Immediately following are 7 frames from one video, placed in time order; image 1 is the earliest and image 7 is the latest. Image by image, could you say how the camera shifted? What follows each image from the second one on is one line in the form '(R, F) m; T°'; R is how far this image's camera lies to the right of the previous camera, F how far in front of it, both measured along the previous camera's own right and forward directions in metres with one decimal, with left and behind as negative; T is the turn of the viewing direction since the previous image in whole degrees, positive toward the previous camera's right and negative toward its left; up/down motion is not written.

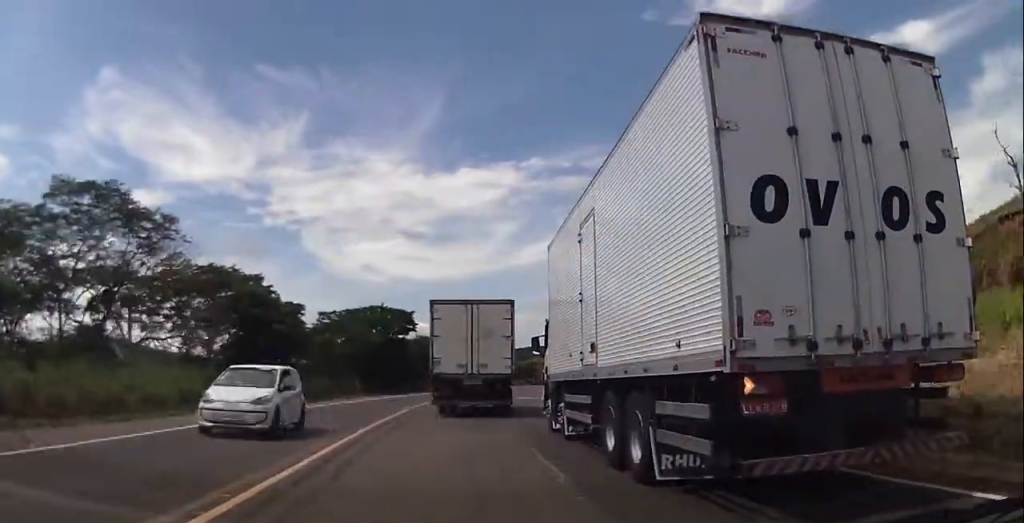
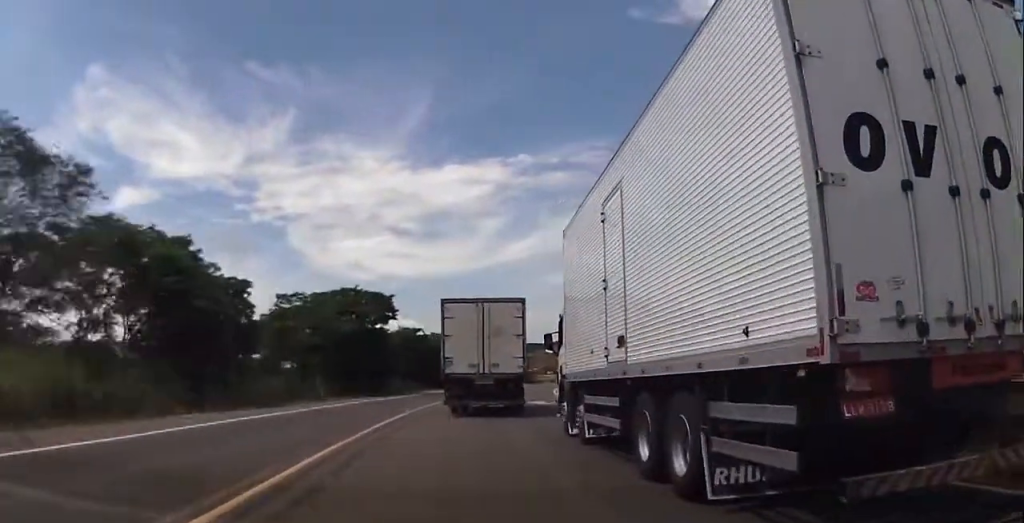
(+0.2, +11.0) m; +2°
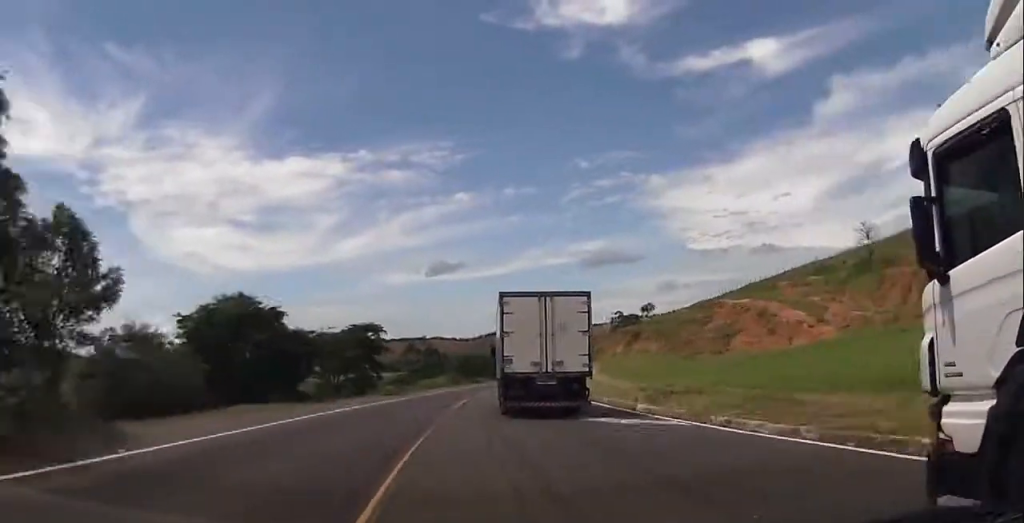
(+8.2, +82.9) m; +13°
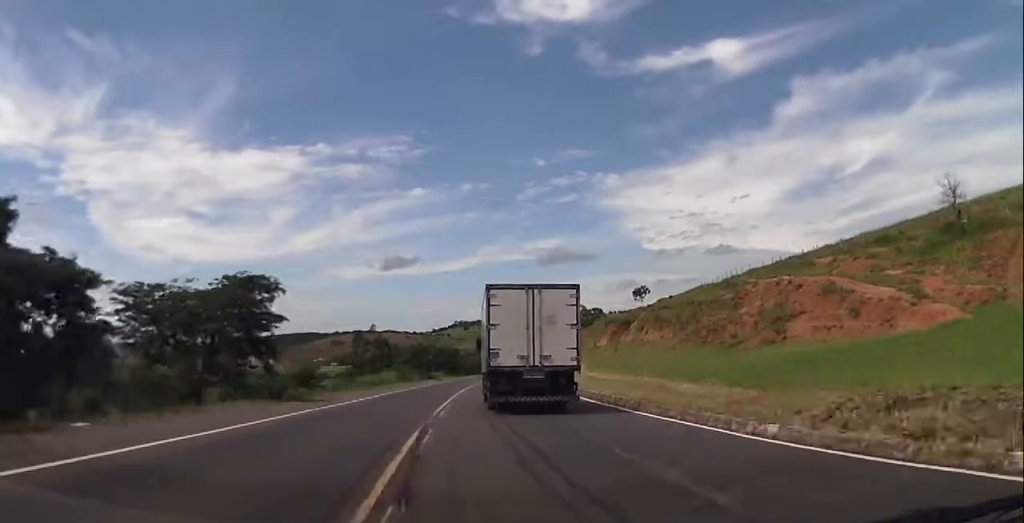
(+1.7, +20.9) m; +5°
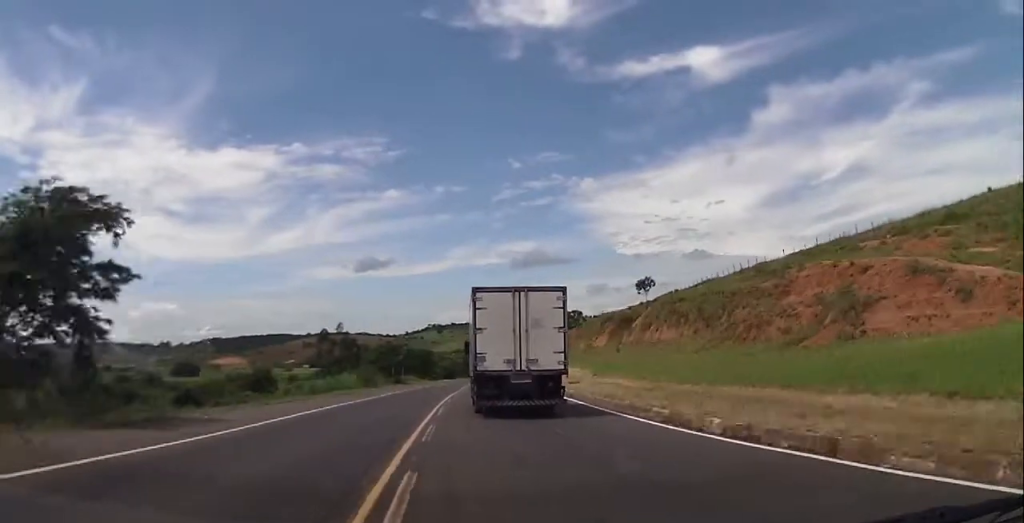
(+0.3, +13.7) m; +2°
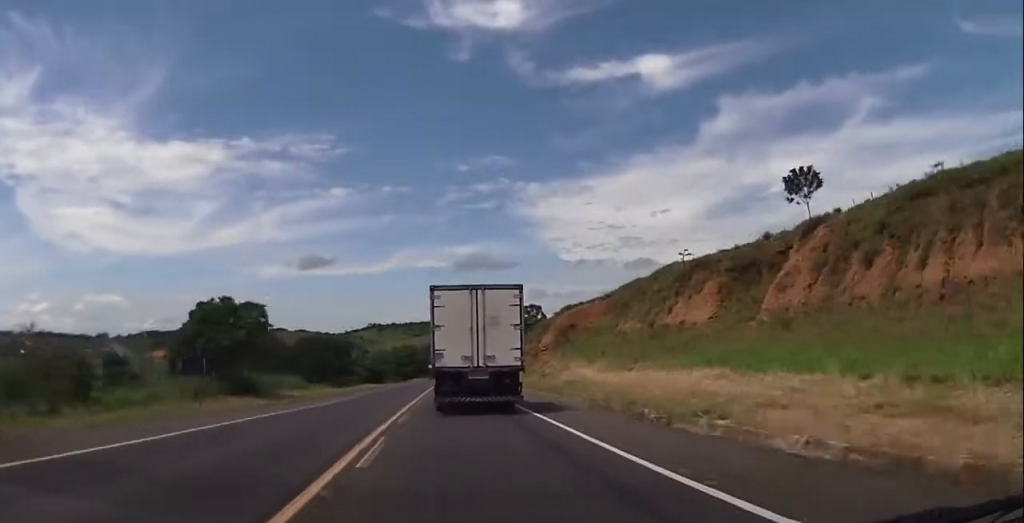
(+2.7, +49.3) m; +6°
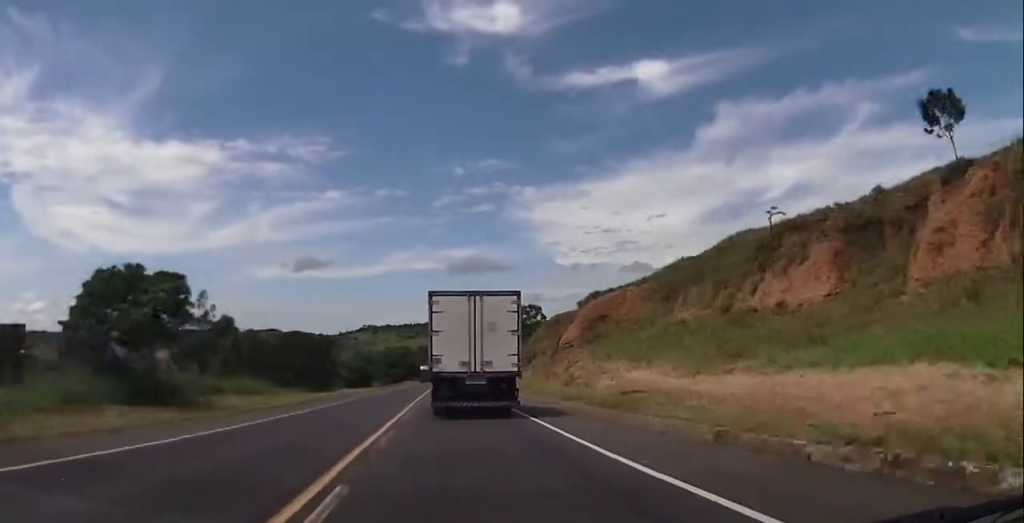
(+0.2, +12.8) m; +1°
